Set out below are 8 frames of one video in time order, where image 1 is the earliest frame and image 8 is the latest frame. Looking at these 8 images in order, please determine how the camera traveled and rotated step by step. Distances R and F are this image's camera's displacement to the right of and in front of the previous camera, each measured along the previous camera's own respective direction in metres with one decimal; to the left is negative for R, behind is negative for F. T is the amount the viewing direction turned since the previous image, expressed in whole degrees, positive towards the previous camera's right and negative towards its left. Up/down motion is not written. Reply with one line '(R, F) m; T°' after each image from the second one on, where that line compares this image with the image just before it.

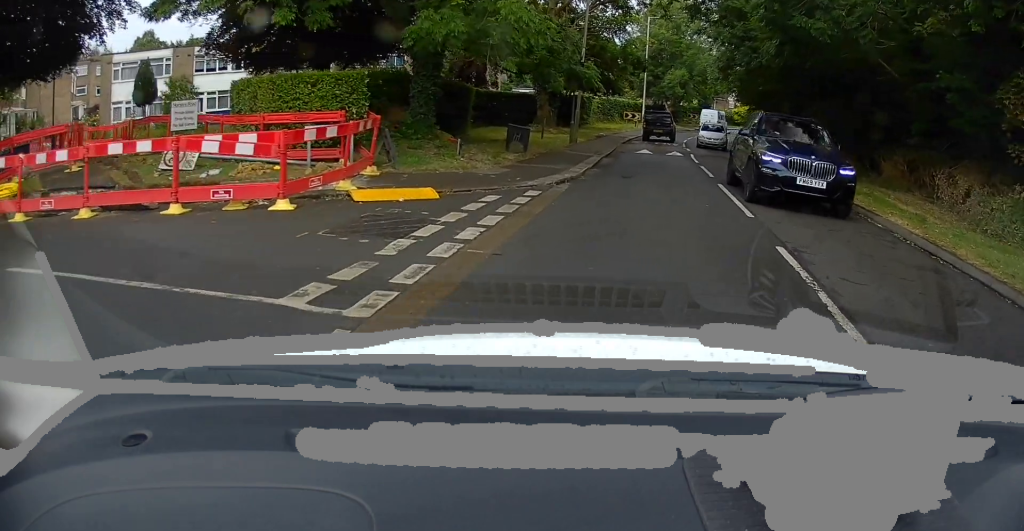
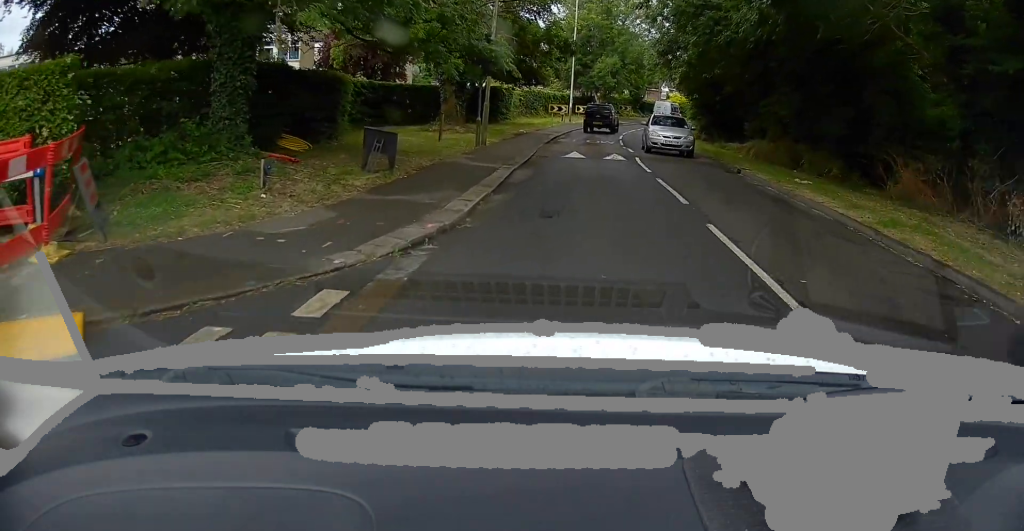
(+0.6, +6.4) m; +8°
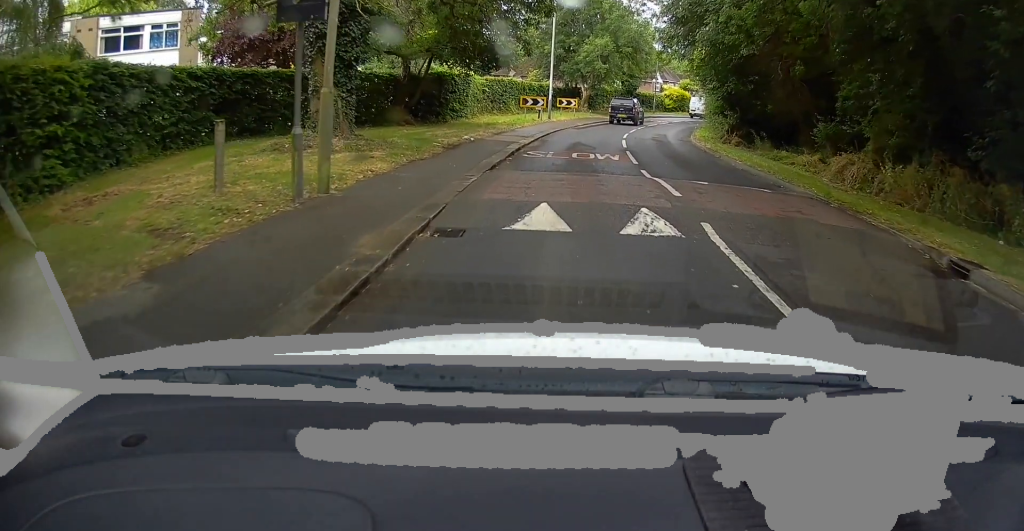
(+0.6, +12.9) m; +4°
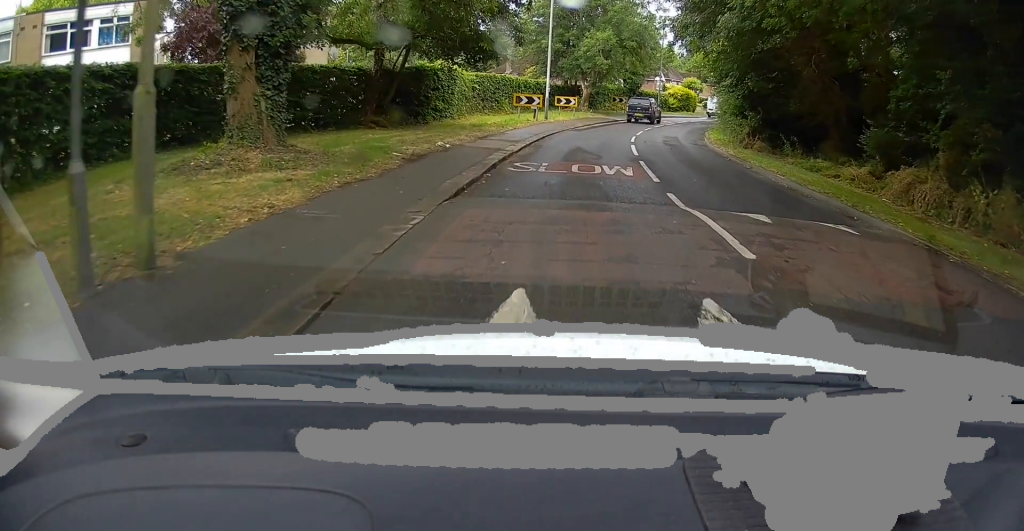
(+0.1, +4.4) m; +1°
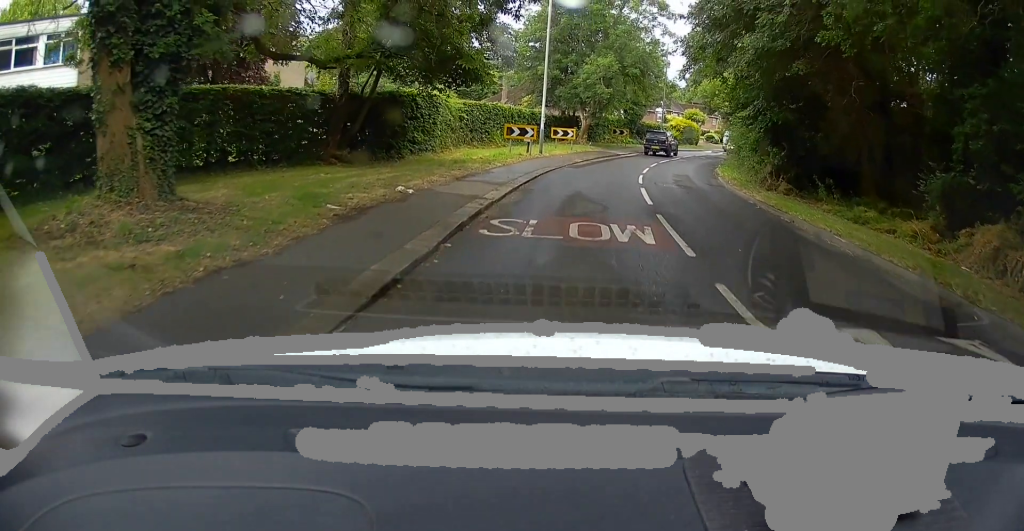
(0.0, +3.8) m; -1°
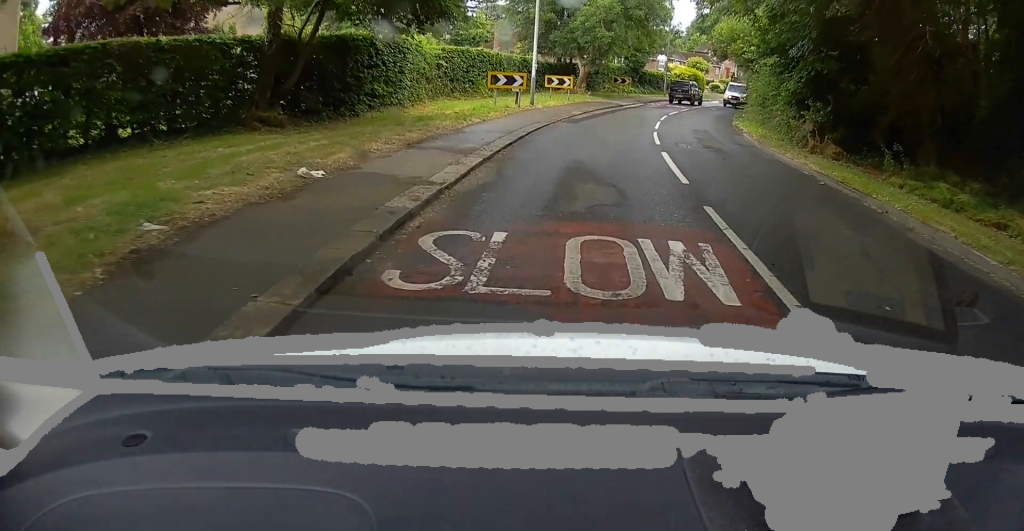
(-0.2, +4.9) m; -3°
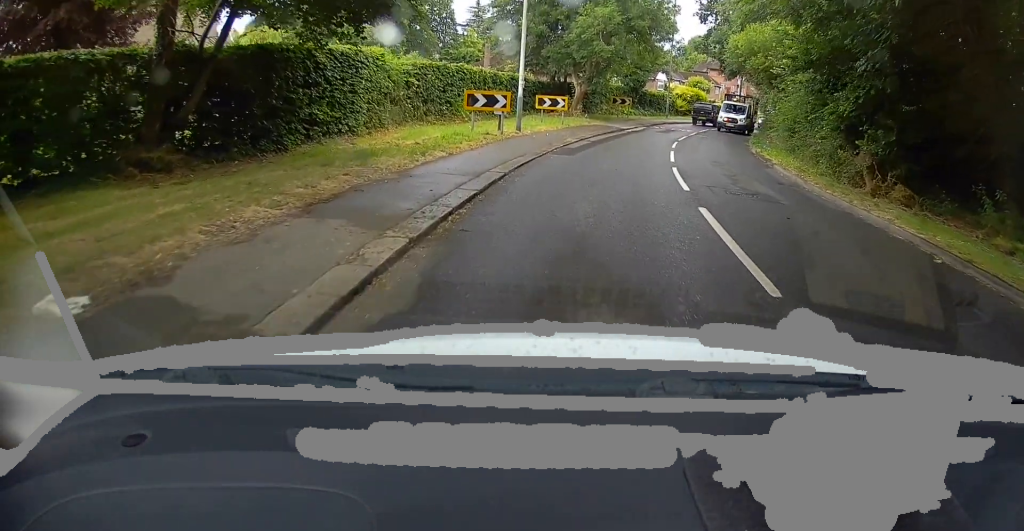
(-0.1, +4.7) m; -1°
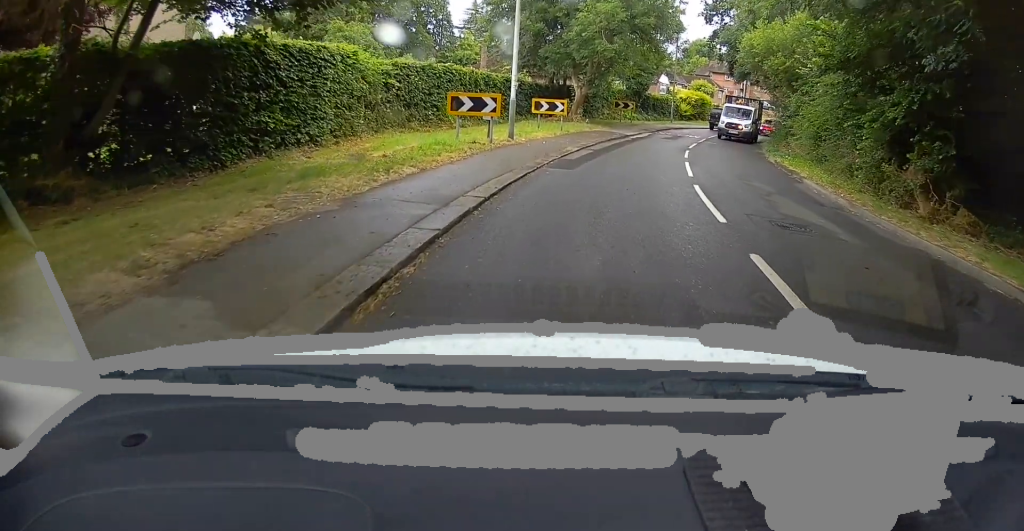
(0.0, +2.7) m; 0°
